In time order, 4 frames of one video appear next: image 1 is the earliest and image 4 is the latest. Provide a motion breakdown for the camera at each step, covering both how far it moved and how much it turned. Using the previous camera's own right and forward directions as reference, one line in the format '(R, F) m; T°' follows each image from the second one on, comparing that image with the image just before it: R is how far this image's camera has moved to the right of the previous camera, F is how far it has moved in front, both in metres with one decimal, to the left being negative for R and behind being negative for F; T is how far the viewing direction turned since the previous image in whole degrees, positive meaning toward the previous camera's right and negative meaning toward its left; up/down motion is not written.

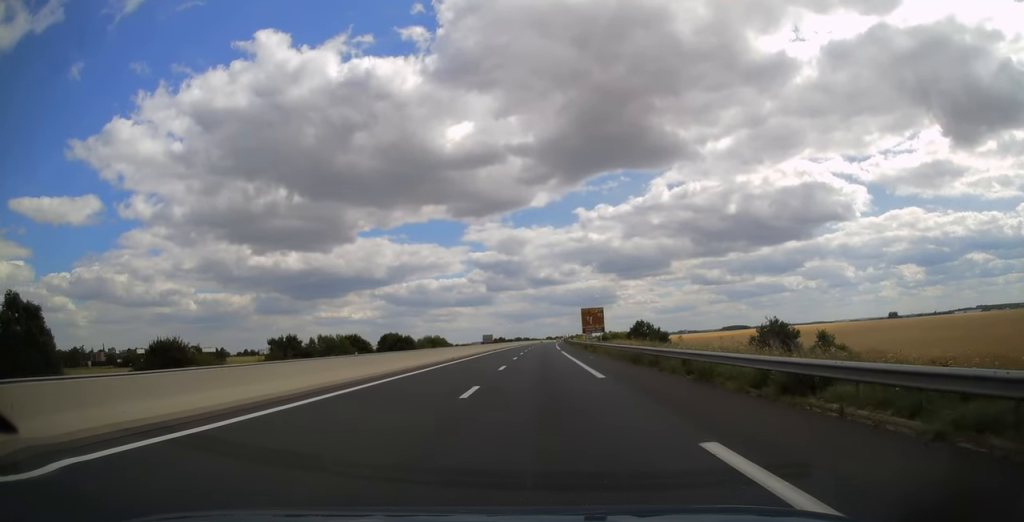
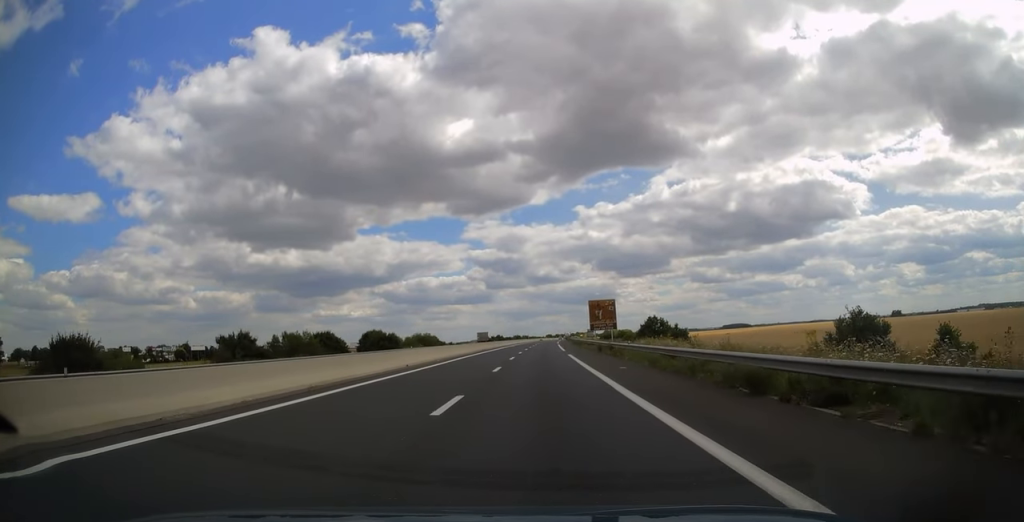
(0.0, +15.8) m; 0°
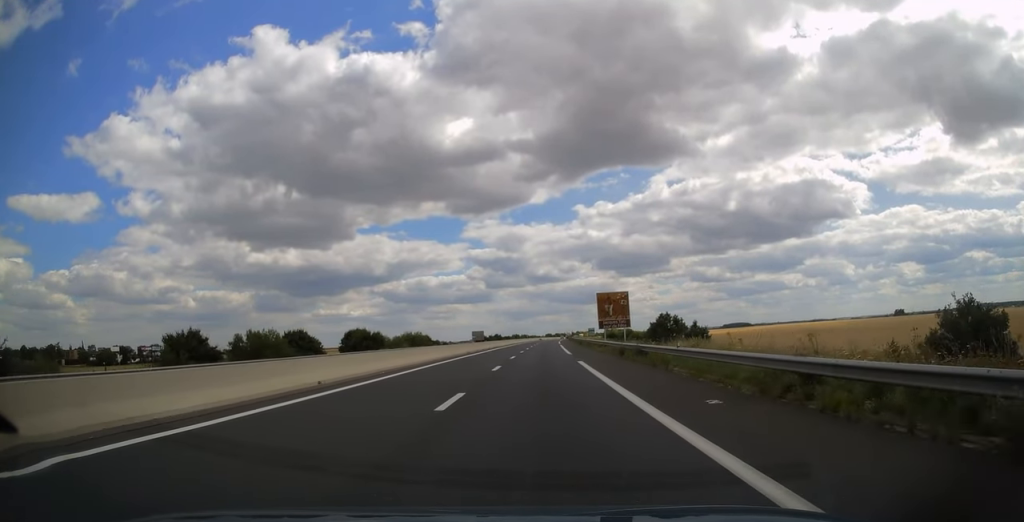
(0.0, +12.3) m; 0°
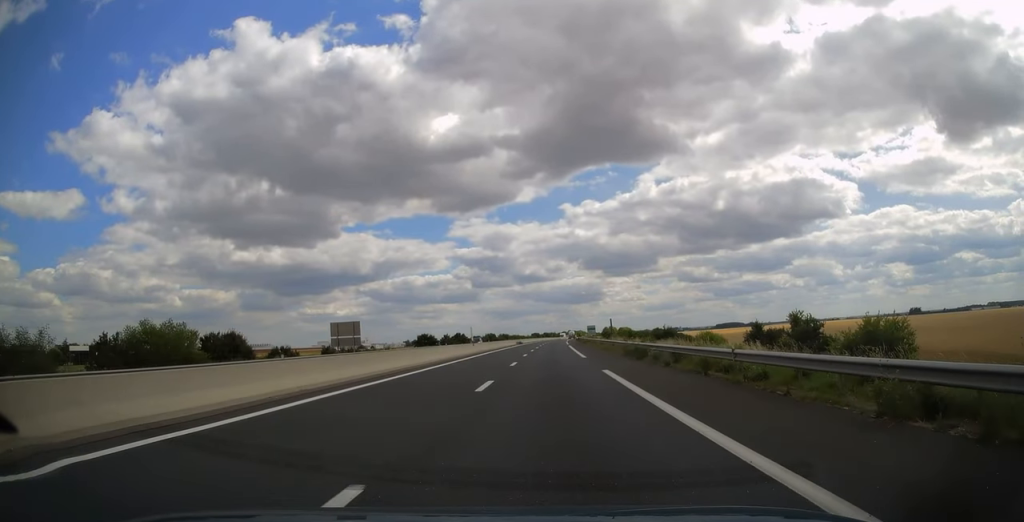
(+1.6, +109.3) m; +2°
